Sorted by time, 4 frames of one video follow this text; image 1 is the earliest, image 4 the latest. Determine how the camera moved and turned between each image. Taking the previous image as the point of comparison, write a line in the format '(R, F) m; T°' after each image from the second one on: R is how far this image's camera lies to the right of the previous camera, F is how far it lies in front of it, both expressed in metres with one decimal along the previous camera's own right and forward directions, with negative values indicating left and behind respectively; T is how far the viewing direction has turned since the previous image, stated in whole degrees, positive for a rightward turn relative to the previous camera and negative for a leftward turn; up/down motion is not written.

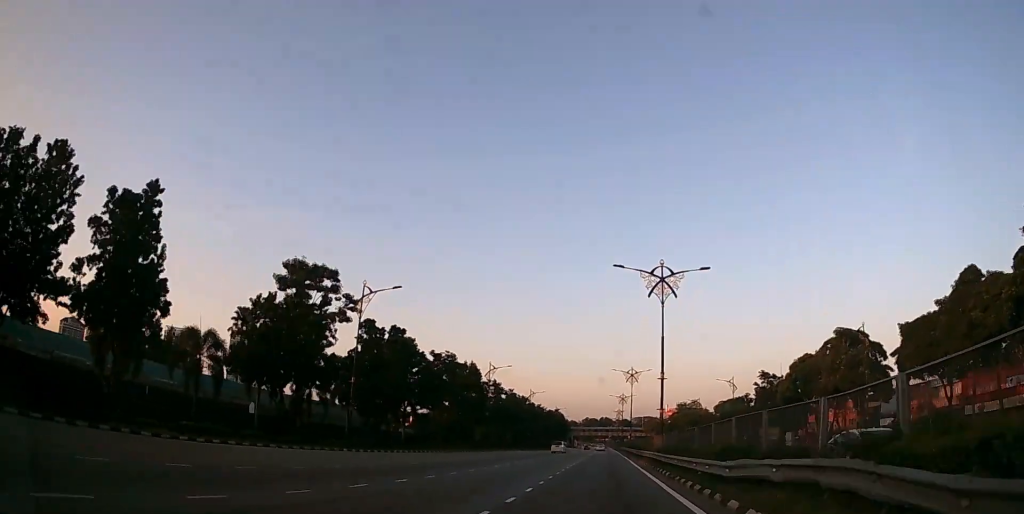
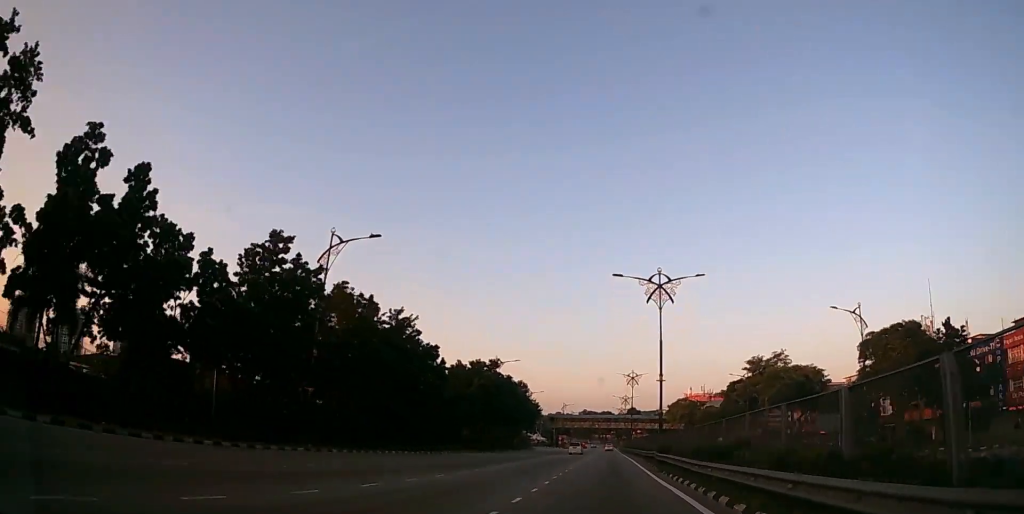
(-0.2, +88.4) m; 0°
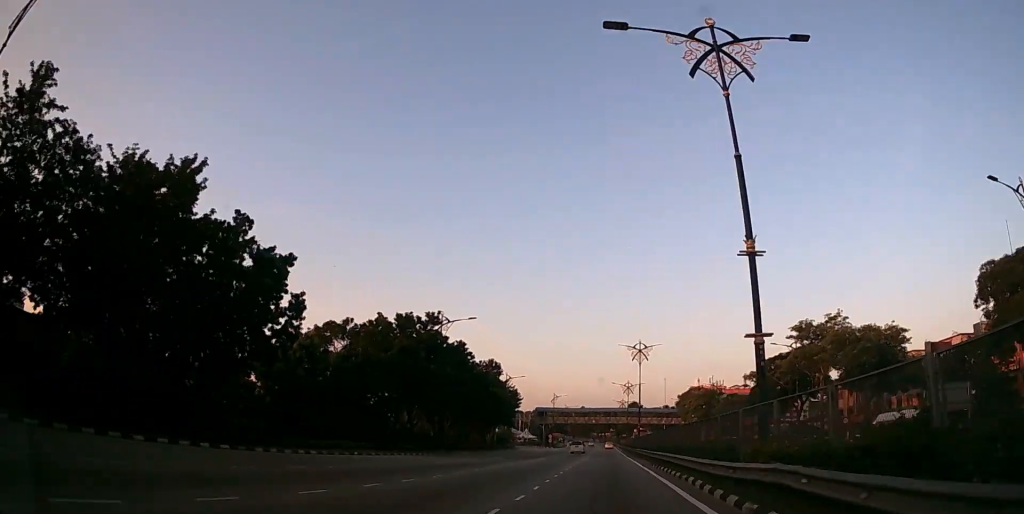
(0.0, +24.9) m; 0°
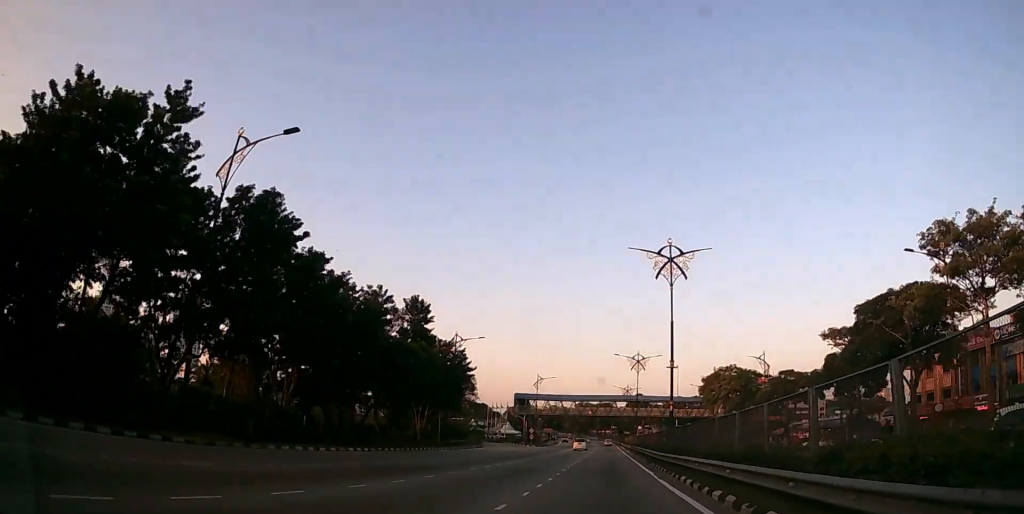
(-0.1, +32.0) m; 0°
